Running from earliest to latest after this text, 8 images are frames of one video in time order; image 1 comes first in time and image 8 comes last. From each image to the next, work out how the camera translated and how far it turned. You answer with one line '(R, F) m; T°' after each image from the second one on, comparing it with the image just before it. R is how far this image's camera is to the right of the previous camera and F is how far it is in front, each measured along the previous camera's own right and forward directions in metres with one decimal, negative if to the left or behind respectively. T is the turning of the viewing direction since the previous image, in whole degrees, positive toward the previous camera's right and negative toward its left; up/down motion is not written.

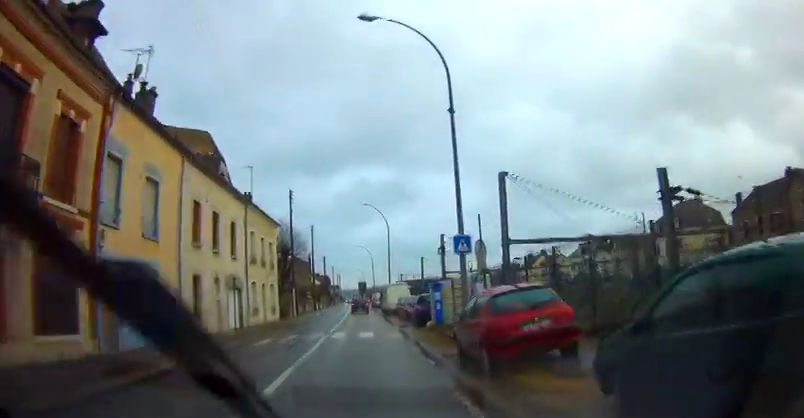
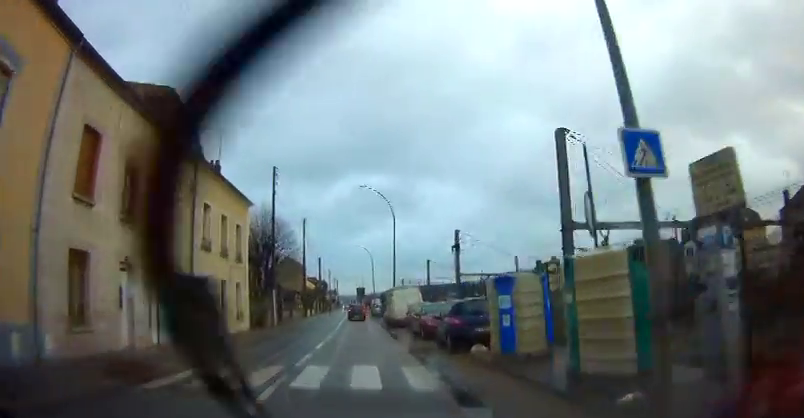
(0.0, +9.0) m; +1°
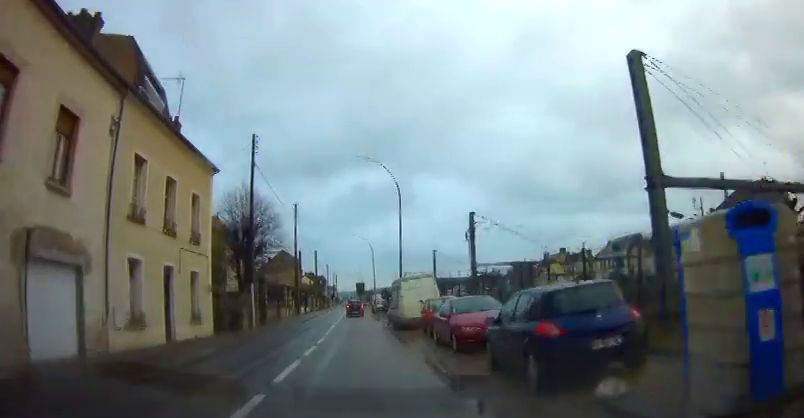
(+0.1, +6.7) m; +1°
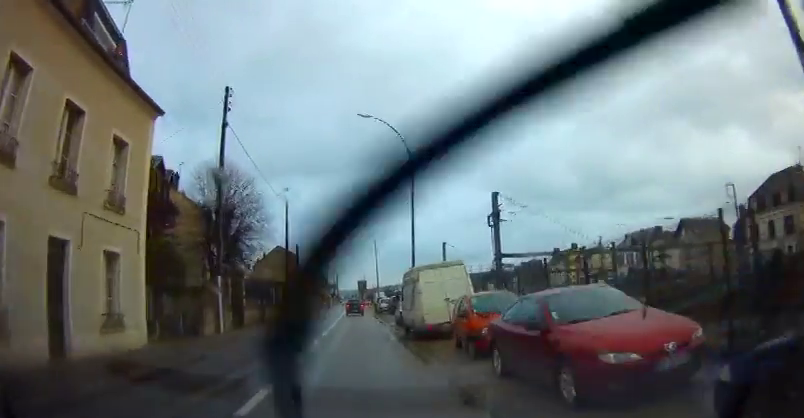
(0.0, +6.8) m; -1°
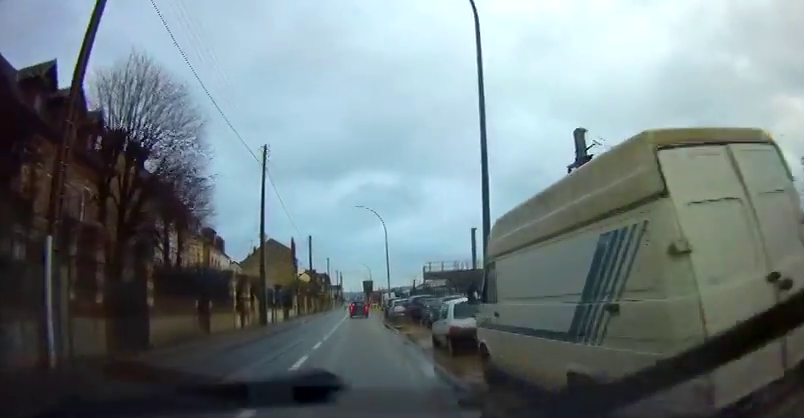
(-0.1, +13.1) m; -1°
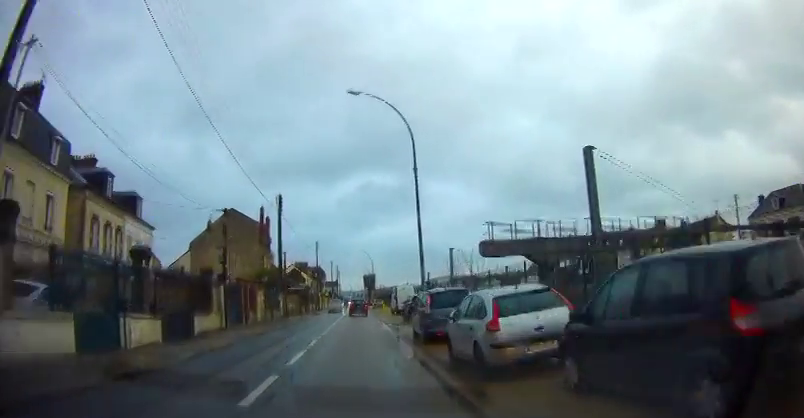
(0.0, +25.0) m; 0°
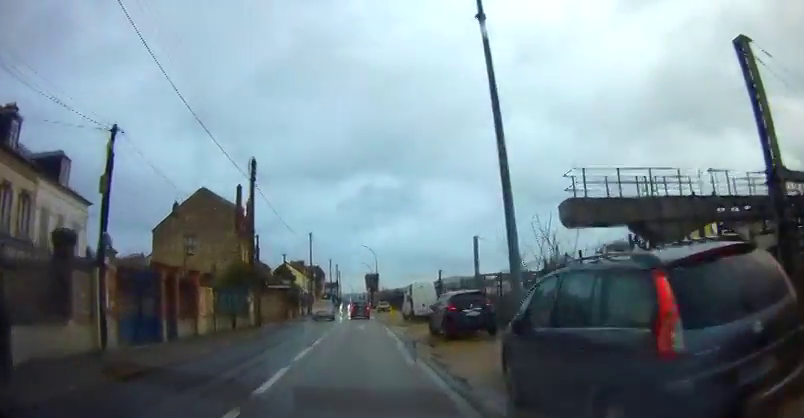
(-0.1, +11.6) m; -1°
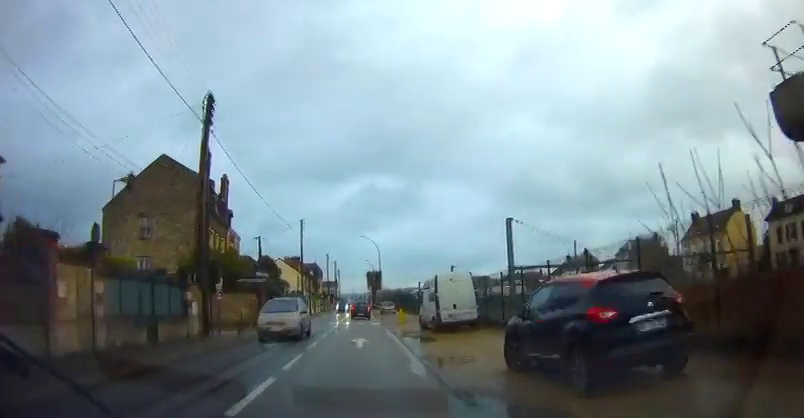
(0.0, +10.2) m; 0°
